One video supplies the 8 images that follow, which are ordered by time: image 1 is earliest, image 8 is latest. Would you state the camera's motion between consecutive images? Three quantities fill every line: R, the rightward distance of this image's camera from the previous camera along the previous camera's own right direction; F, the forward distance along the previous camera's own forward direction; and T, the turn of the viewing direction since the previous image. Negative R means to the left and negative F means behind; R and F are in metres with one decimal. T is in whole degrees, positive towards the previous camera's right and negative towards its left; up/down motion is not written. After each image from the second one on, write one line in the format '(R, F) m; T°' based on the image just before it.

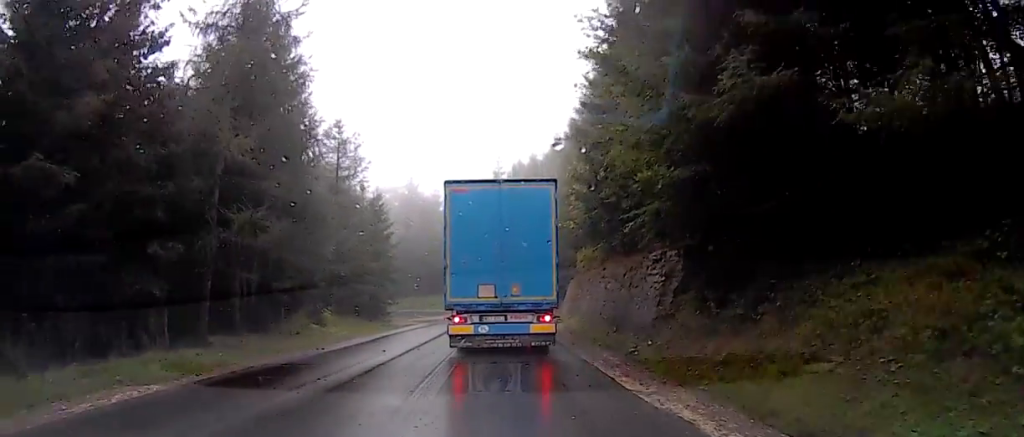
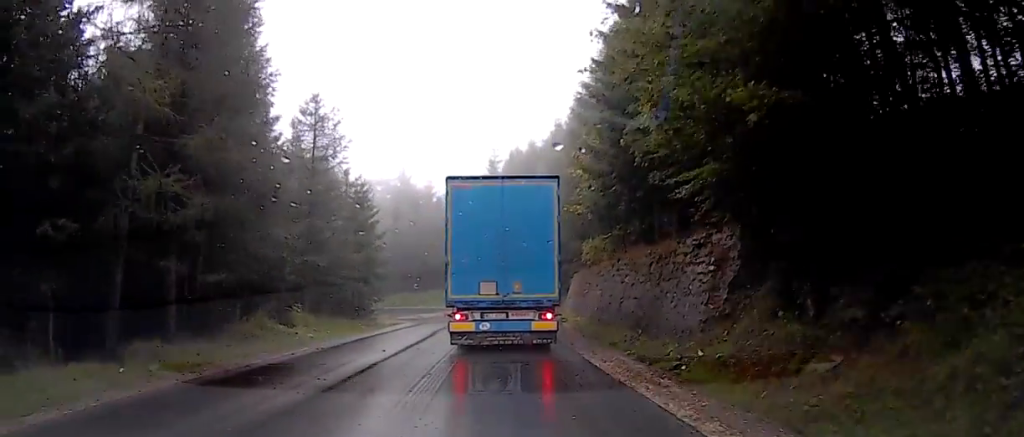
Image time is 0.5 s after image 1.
(+0.3, +4.4) m; +3°
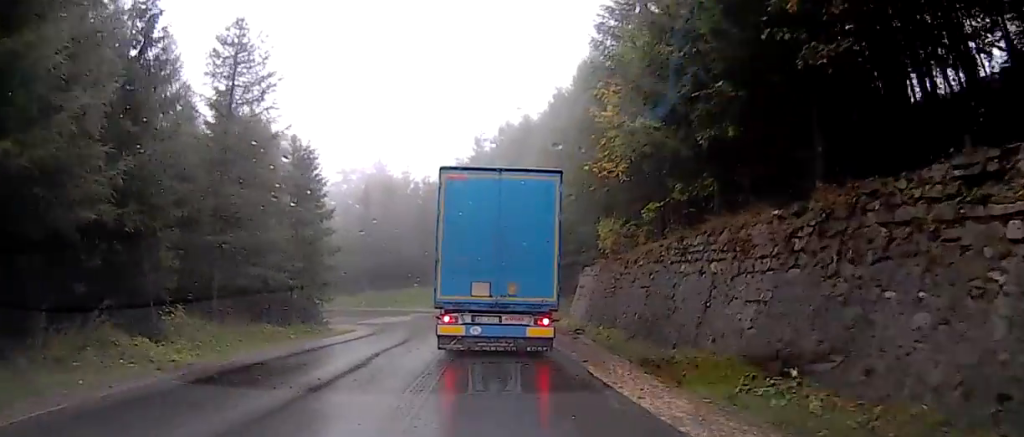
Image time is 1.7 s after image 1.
(+0.2, +10.4) m; +1°
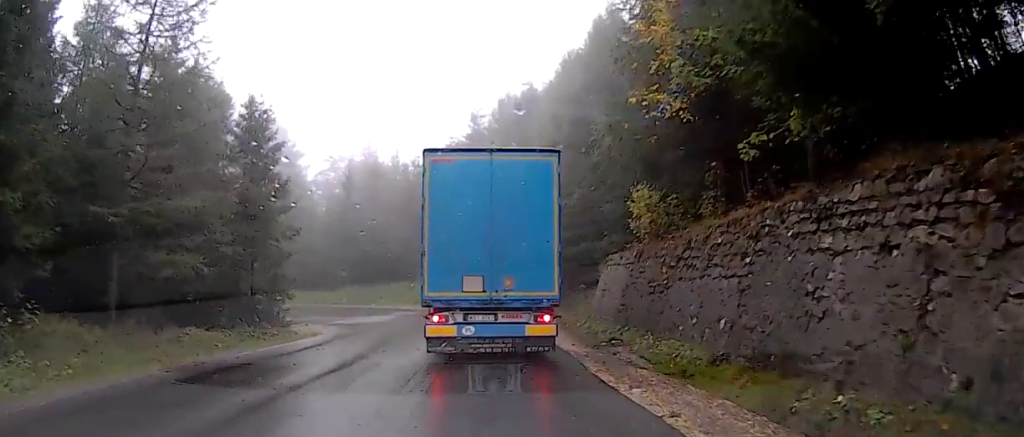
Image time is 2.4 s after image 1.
(0.0, +6.4) m; 0°
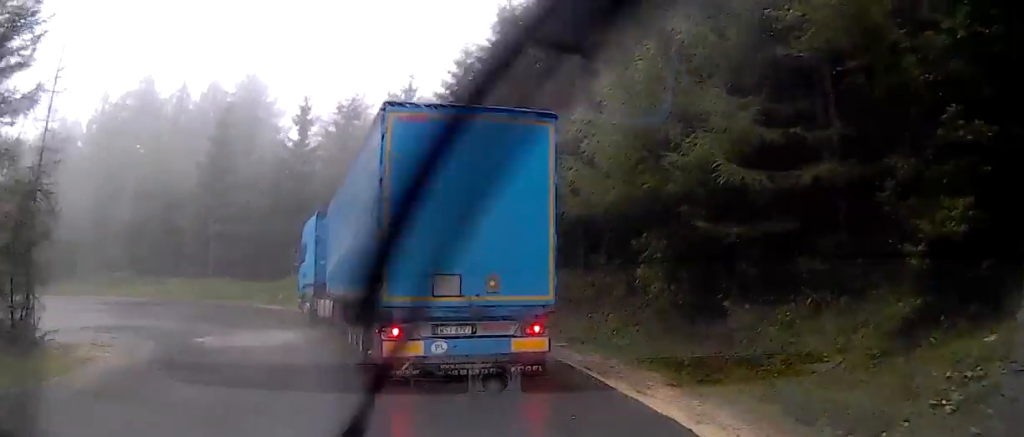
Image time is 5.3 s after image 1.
(0.0, +20.0) m; 0°
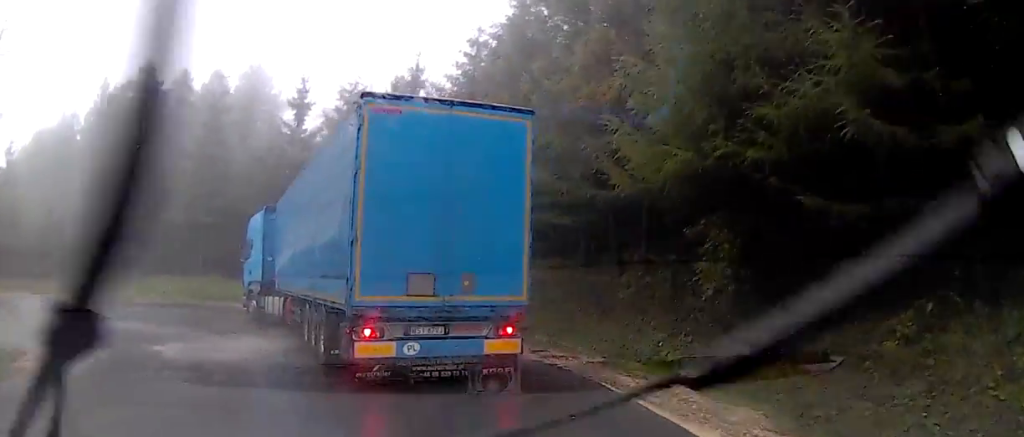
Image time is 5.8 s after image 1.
(0.0, +3.4) m; -1°
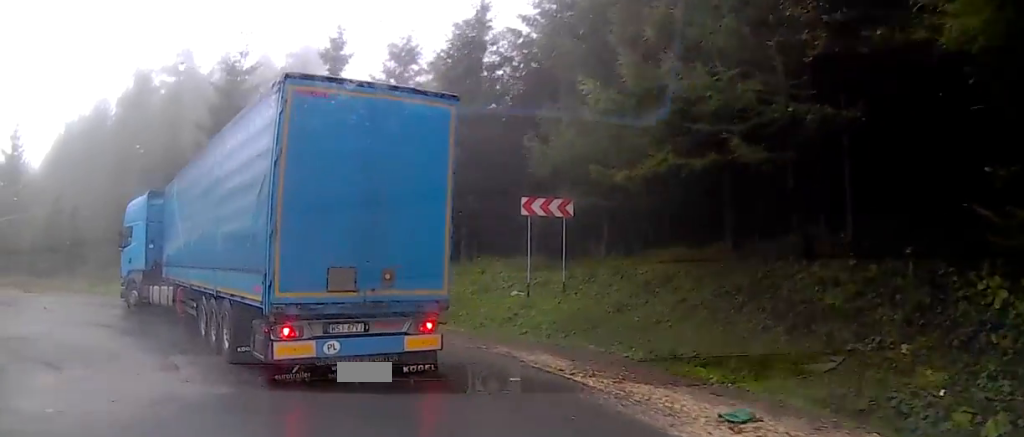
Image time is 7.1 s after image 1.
(-0.5, +6.9) m; -17°
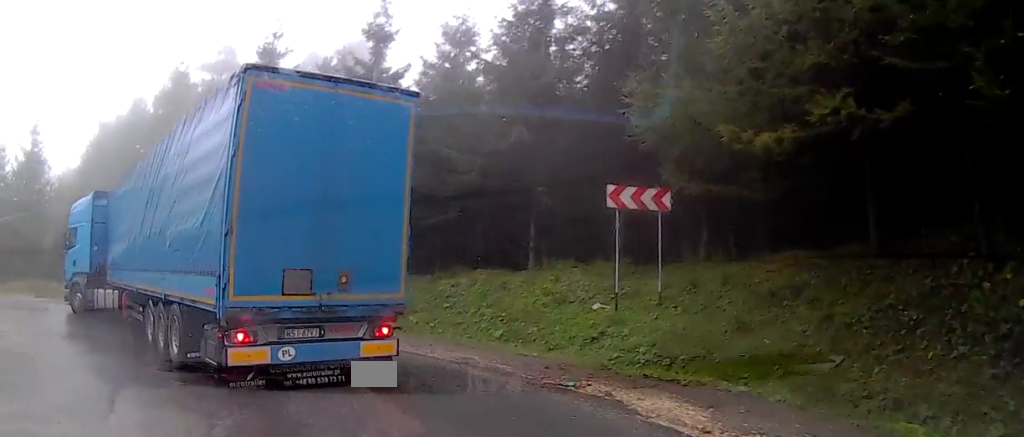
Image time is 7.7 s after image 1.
(-0.1, +3.5) m; -15°
